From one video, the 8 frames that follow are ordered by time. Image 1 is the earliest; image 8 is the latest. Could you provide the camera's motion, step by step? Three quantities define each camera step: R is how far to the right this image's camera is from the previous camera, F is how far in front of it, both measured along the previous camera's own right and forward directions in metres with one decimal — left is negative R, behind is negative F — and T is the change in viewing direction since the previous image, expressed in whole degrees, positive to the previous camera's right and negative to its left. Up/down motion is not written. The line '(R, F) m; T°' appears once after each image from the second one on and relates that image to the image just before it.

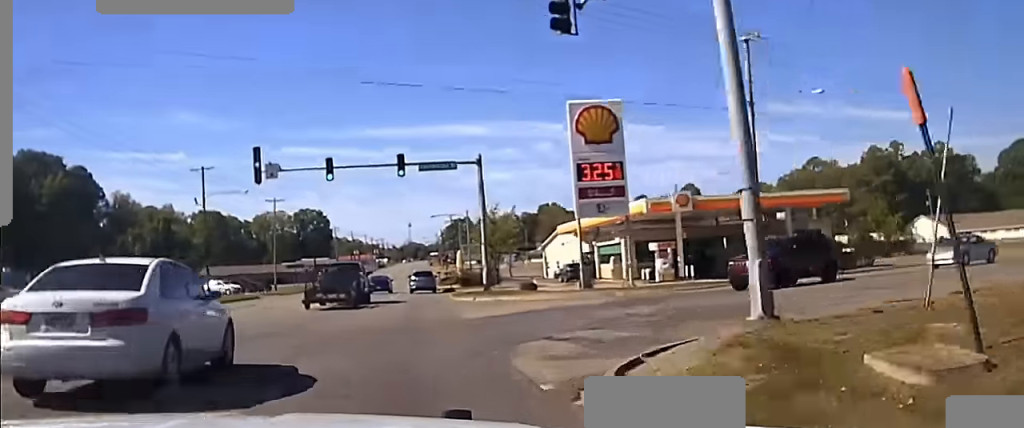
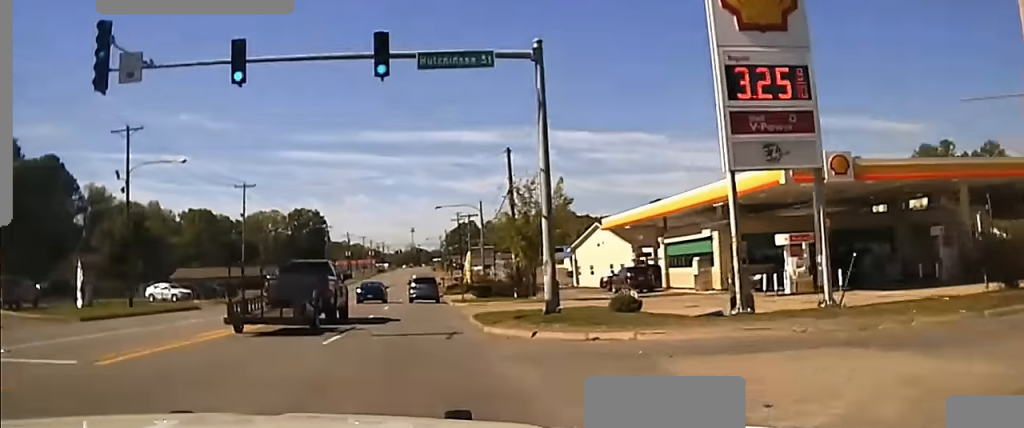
(0.0, +22.7) m; 0°
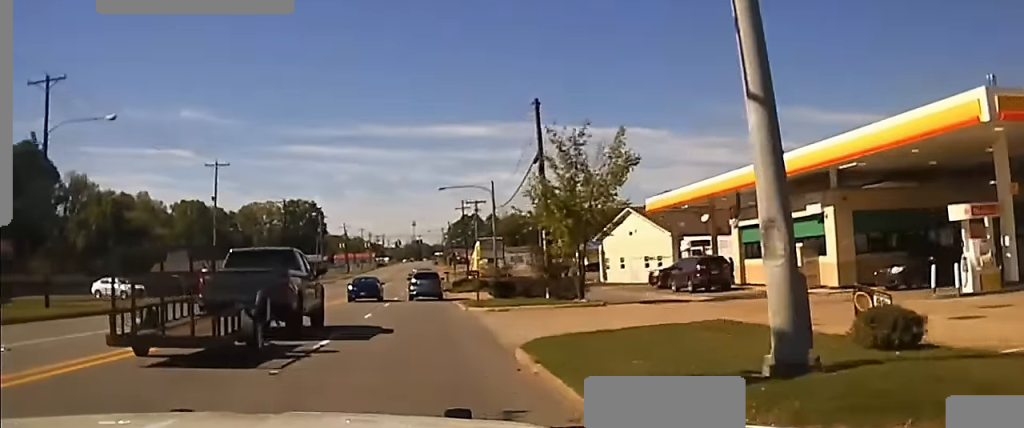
(0.0, +17.5) m; 0°
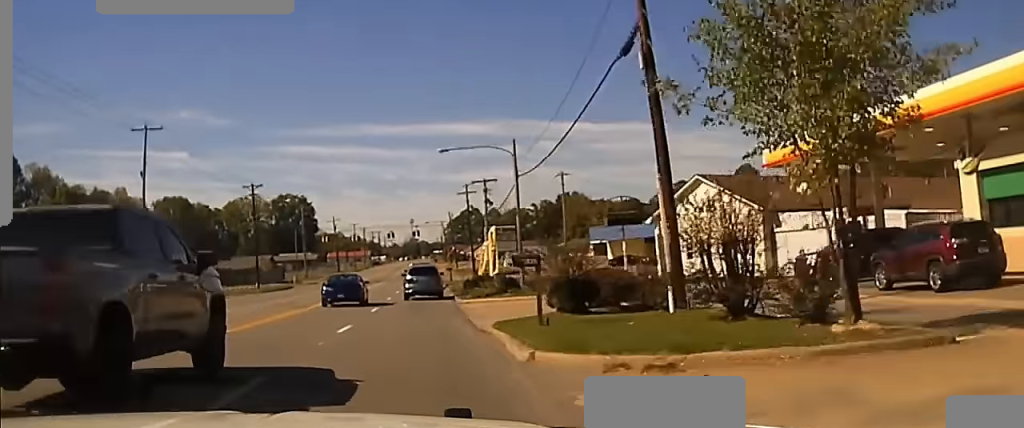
(0.0, +21.9) m; 0°
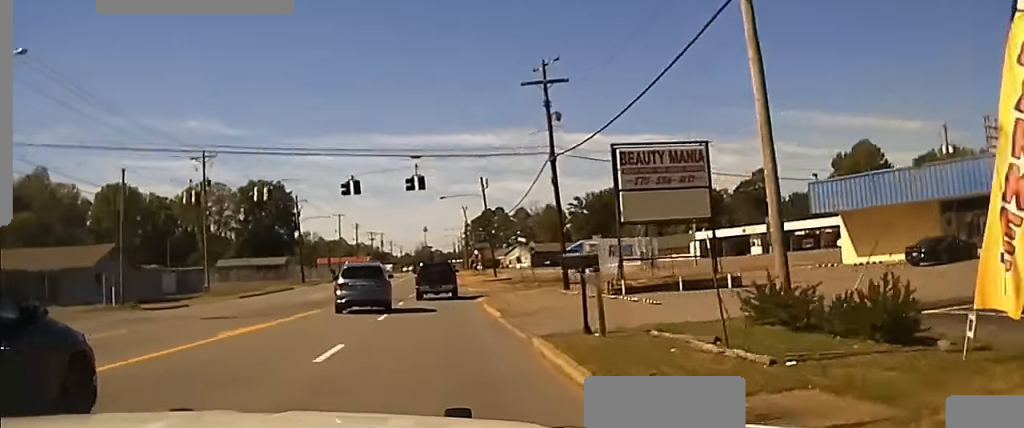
(-0.3, +71.1) m; -1°
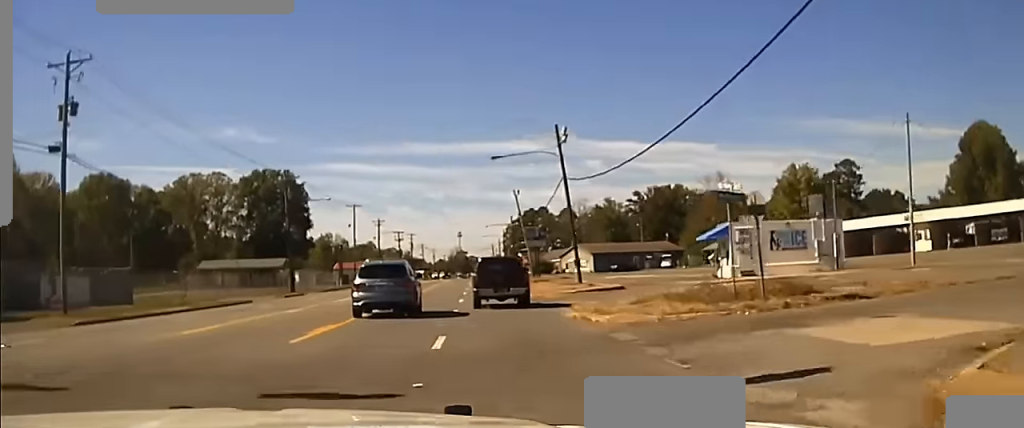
(-0.6, +34.3) m; -1°
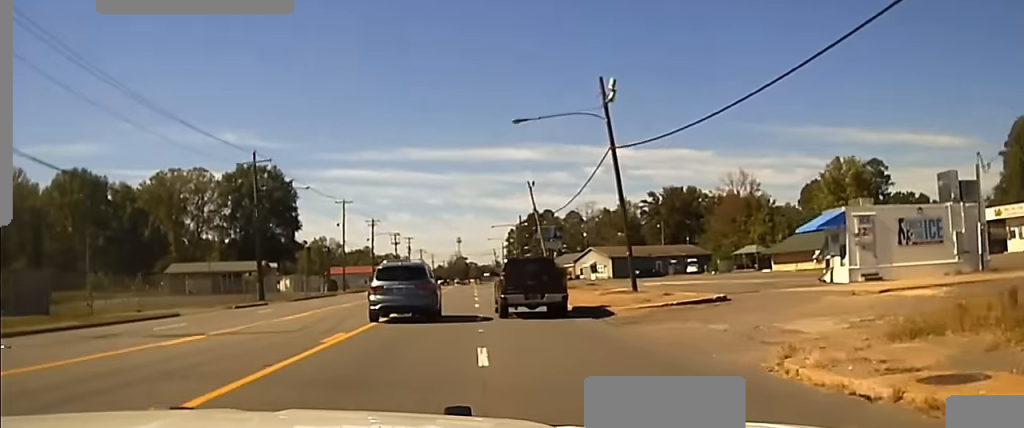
(-0.1, +15.0) m; 0°
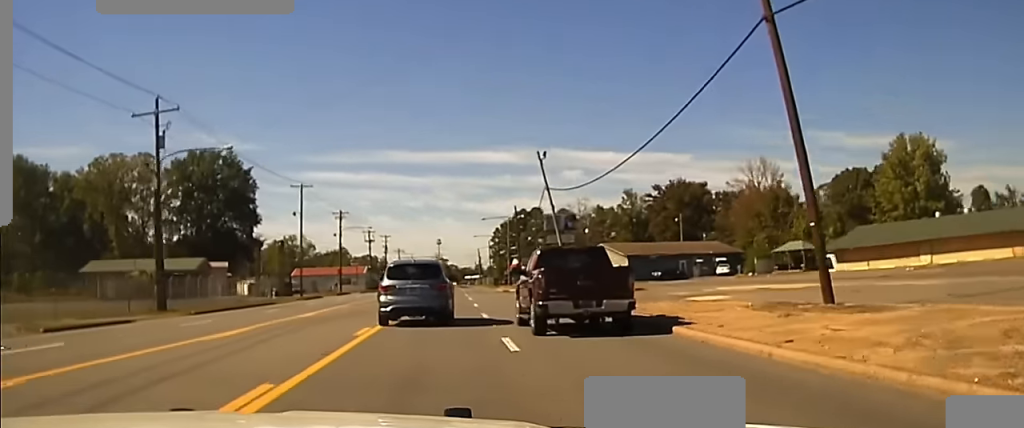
(+0.2, +21.5) m; +1°
